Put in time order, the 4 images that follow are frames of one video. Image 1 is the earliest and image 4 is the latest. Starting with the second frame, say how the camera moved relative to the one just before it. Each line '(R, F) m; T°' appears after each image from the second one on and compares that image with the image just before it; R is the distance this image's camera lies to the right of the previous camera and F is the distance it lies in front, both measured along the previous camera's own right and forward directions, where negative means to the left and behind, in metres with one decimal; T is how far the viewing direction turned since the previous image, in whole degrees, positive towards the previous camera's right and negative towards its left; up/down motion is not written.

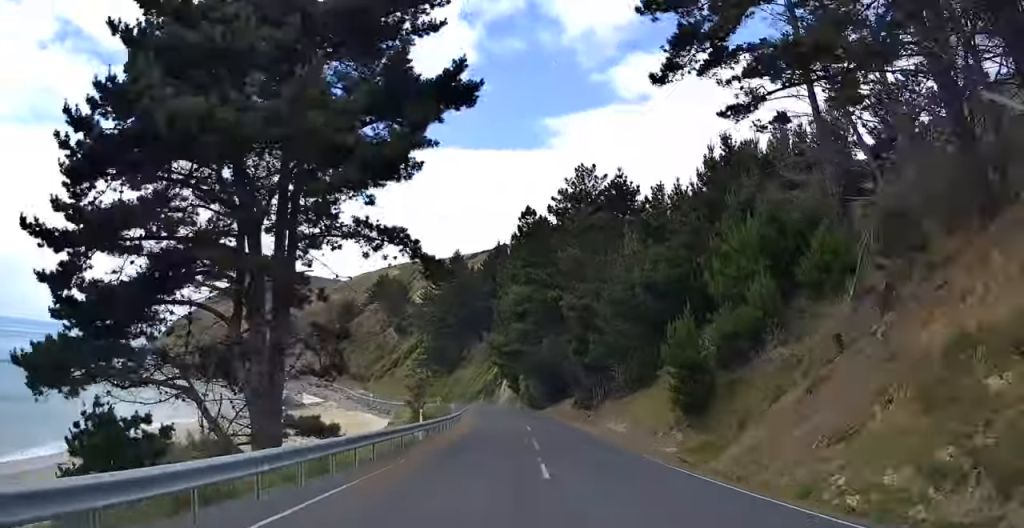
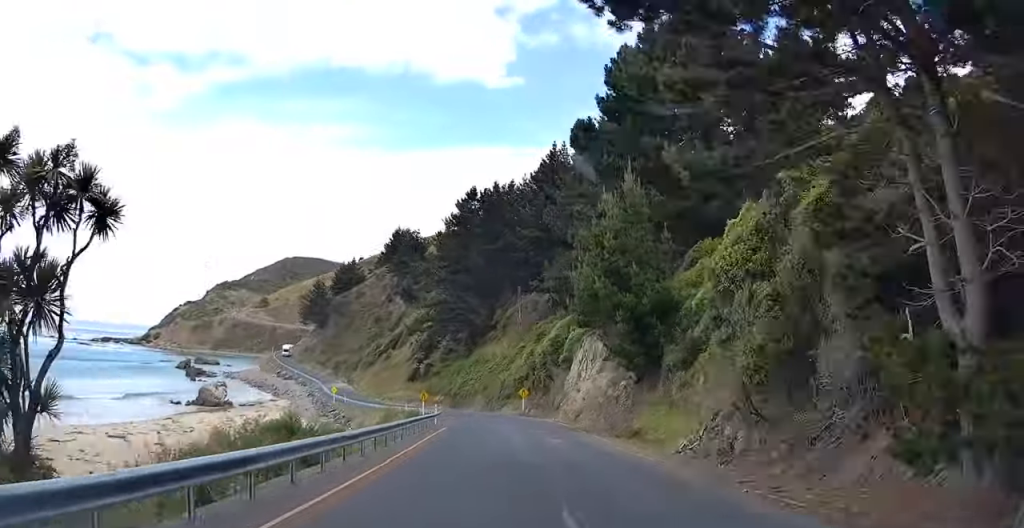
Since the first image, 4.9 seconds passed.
(-4.2, +69.7) m; -7°
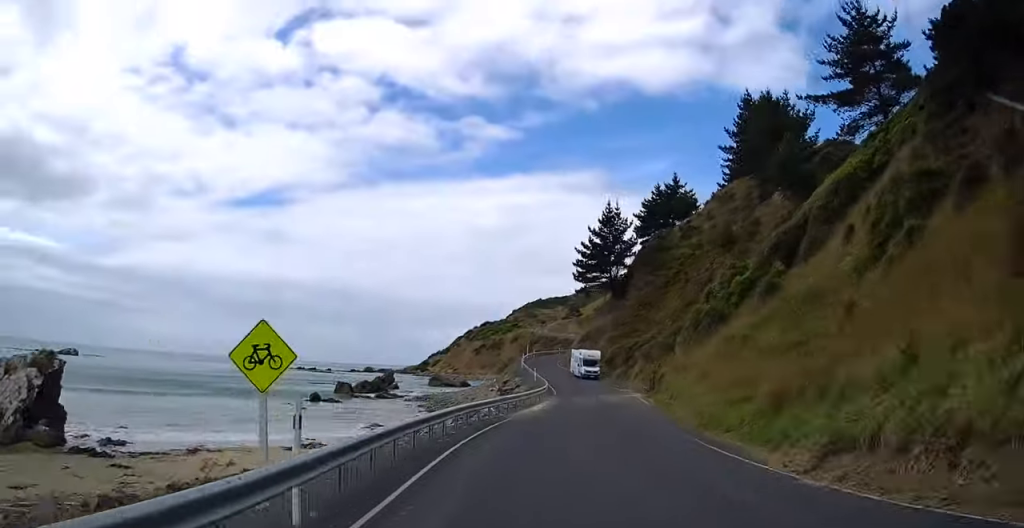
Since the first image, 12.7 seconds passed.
(-15.1, +88.5) m; -19°
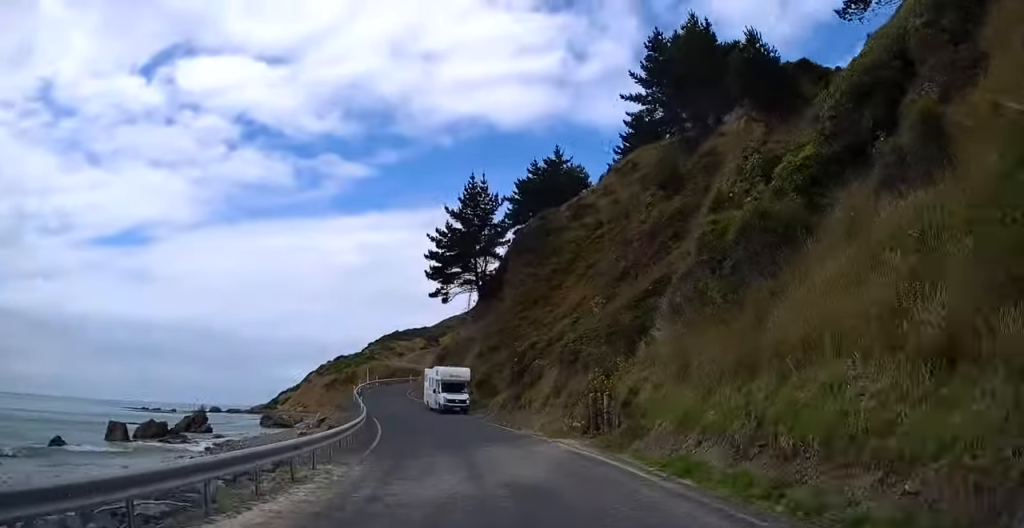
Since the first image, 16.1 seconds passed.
(-1.3, +33.7) m; -5°
